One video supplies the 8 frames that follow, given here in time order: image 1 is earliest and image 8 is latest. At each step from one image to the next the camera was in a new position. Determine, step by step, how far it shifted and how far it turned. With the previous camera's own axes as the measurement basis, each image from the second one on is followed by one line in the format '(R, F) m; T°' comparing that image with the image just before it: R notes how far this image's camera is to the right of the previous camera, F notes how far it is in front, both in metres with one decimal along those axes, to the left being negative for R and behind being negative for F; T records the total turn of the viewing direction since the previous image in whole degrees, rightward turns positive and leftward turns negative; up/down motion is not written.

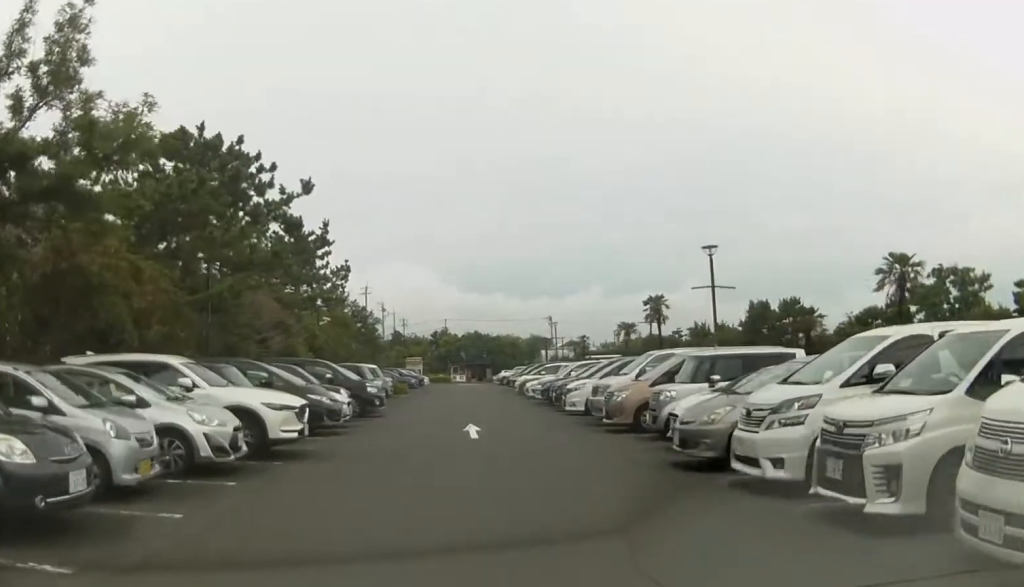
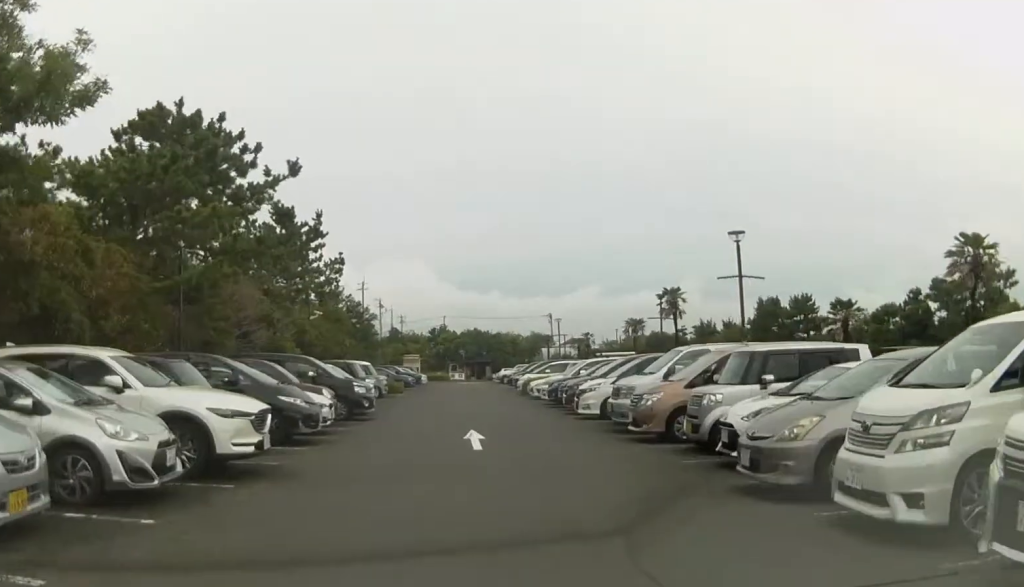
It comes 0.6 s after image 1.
(0.0, +3.0) m; 0°
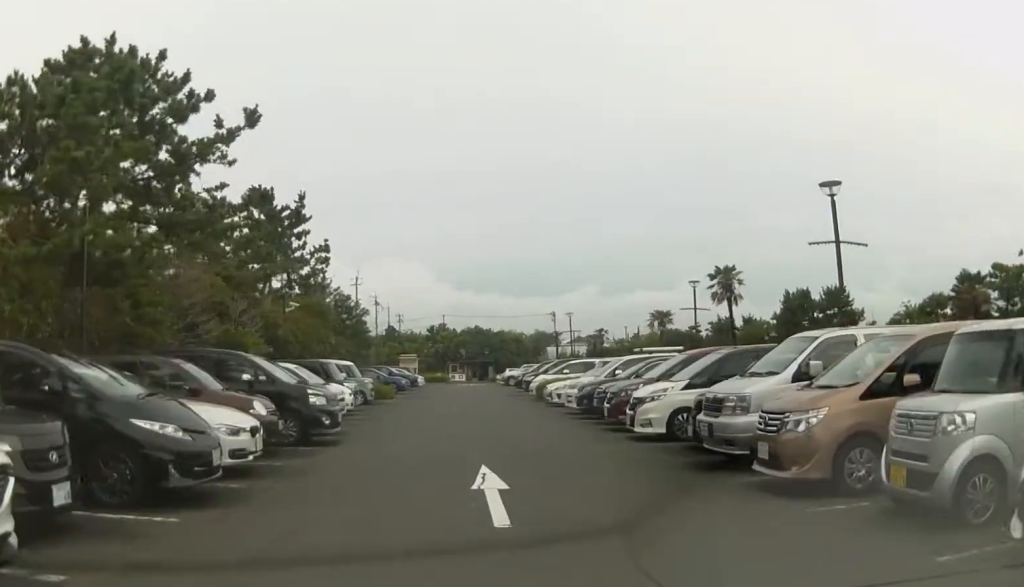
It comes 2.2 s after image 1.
(0.0, +7.6) m; -1°
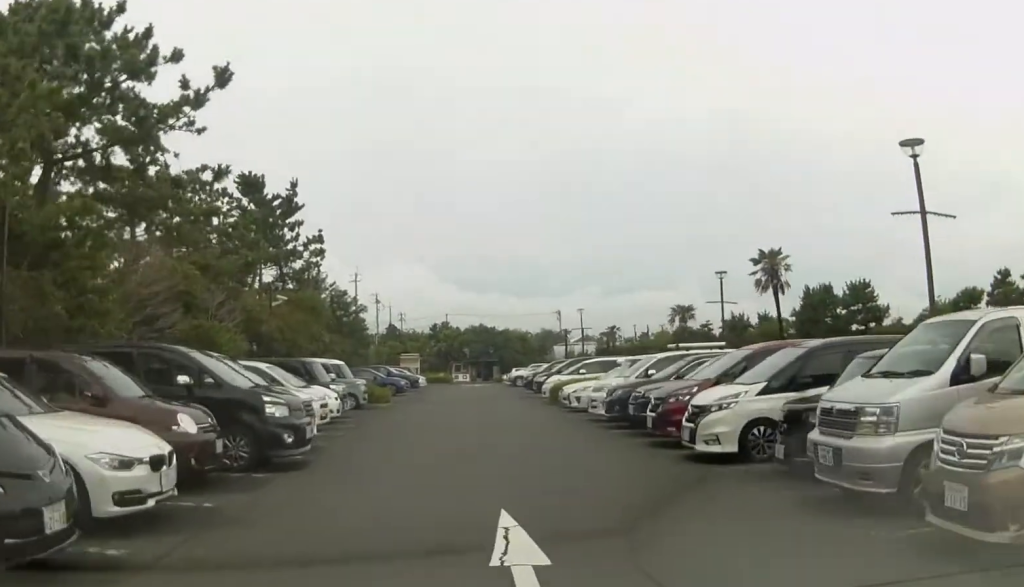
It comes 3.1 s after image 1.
(0.0, +4.1) m; -3°
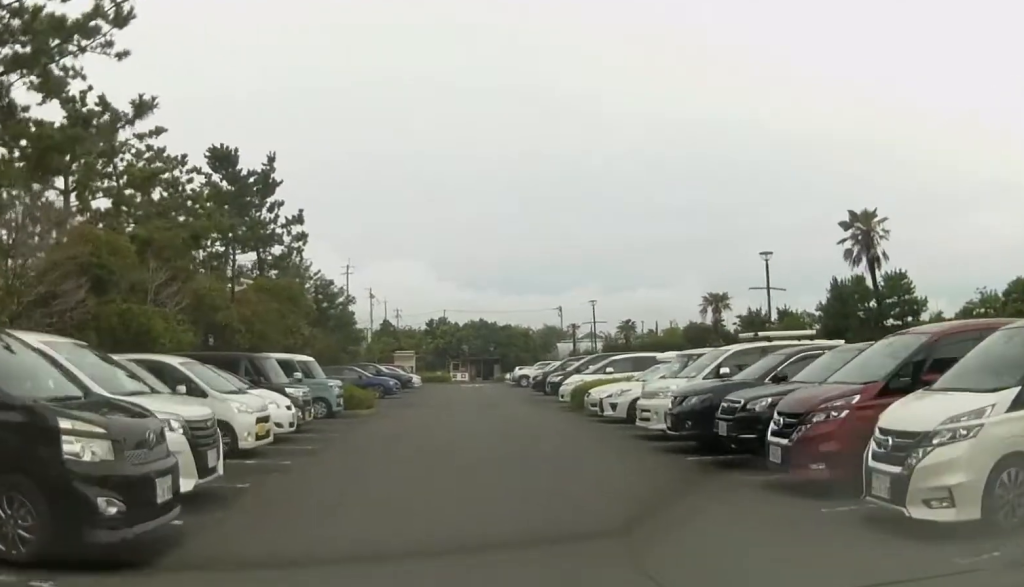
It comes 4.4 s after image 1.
(-0.1, +6.2) m; +2°
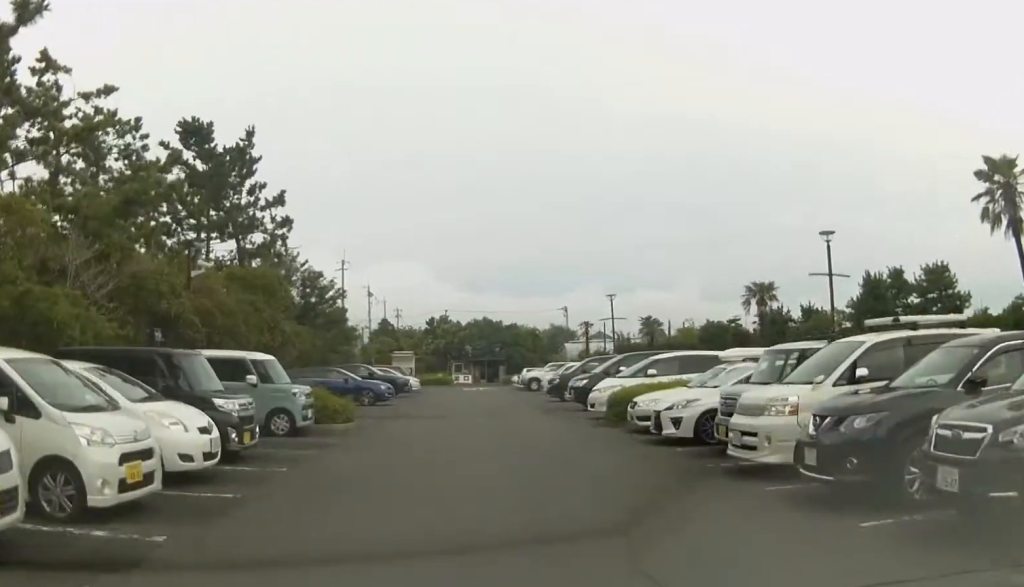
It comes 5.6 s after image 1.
(+0.2, +5.5) m; -1°
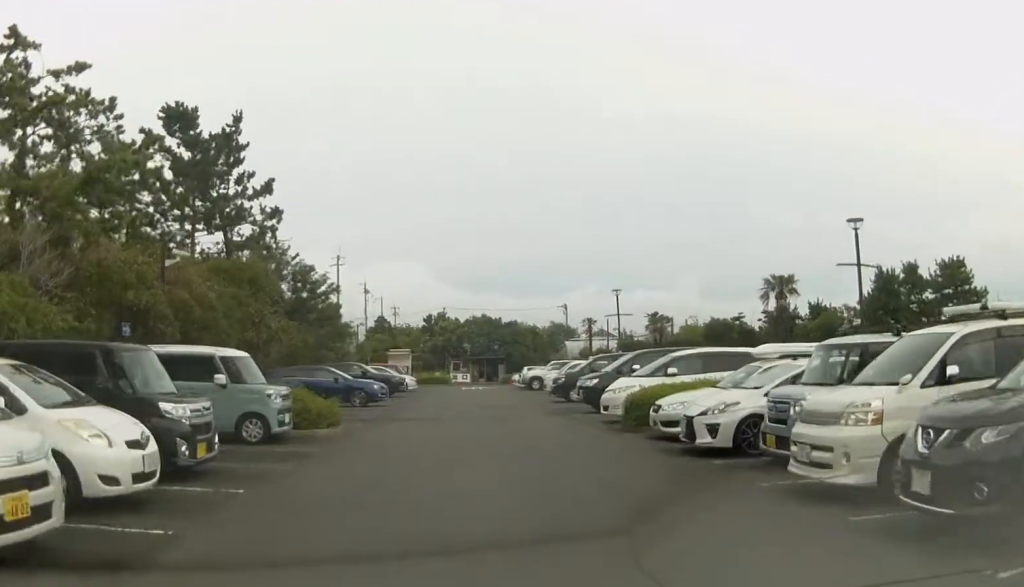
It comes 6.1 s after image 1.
(0.0, +2.3) m; -1°
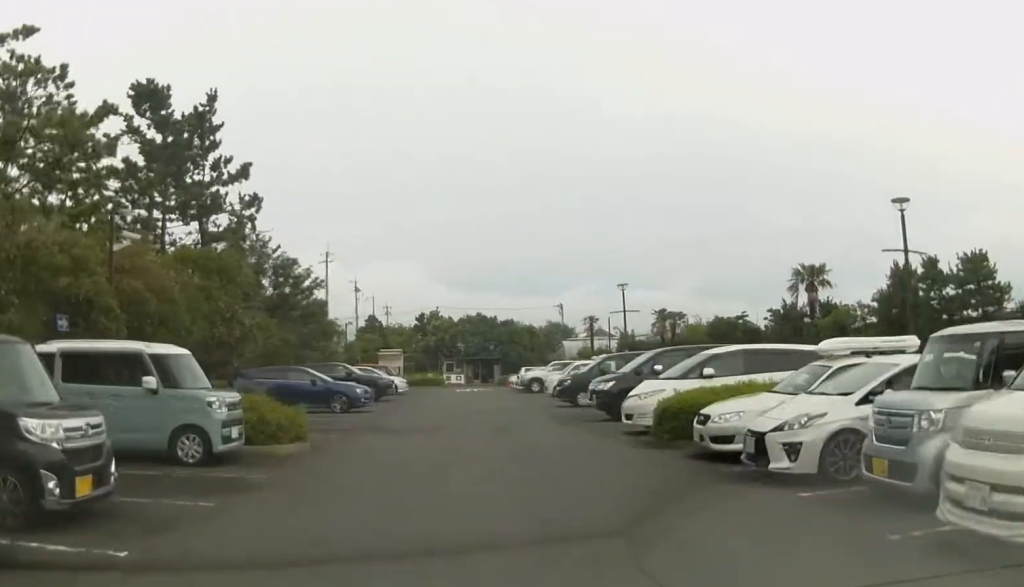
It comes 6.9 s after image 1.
(-0.2, +3.5) m; 0°
